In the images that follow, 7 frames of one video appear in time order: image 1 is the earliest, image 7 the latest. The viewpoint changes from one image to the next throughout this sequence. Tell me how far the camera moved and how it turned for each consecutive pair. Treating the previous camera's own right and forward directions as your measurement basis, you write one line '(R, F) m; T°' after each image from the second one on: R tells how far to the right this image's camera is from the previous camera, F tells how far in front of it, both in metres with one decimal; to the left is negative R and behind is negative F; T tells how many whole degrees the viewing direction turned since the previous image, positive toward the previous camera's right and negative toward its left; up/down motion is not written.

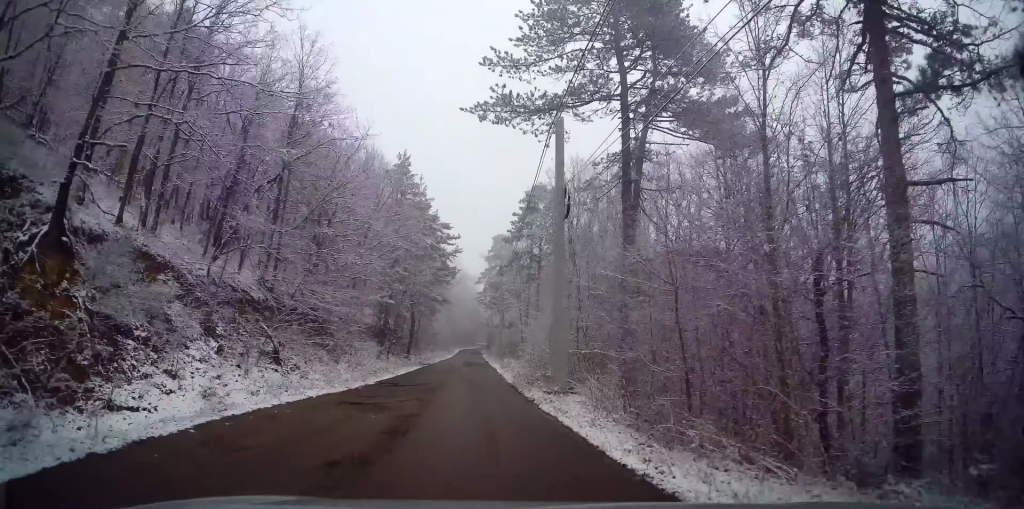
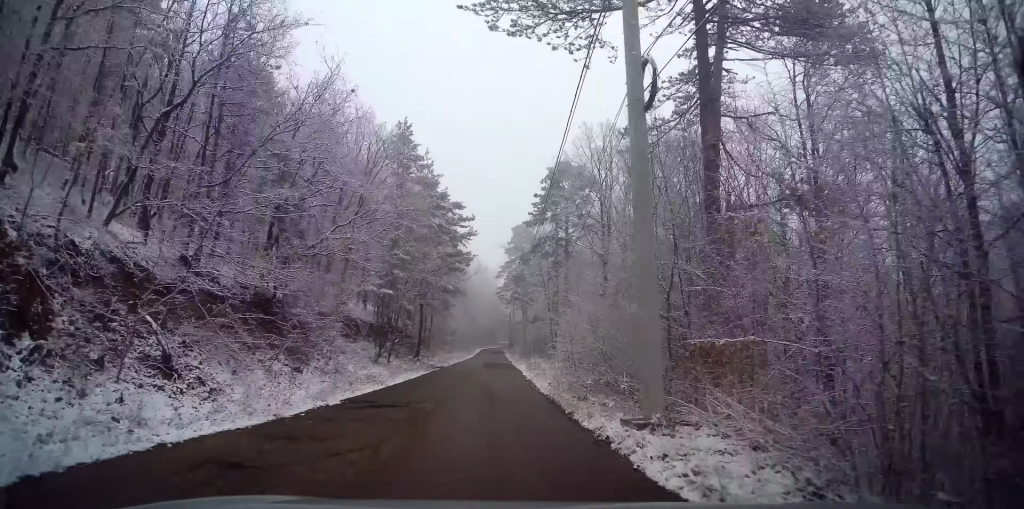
(+0.1, +6.6) m; -2°
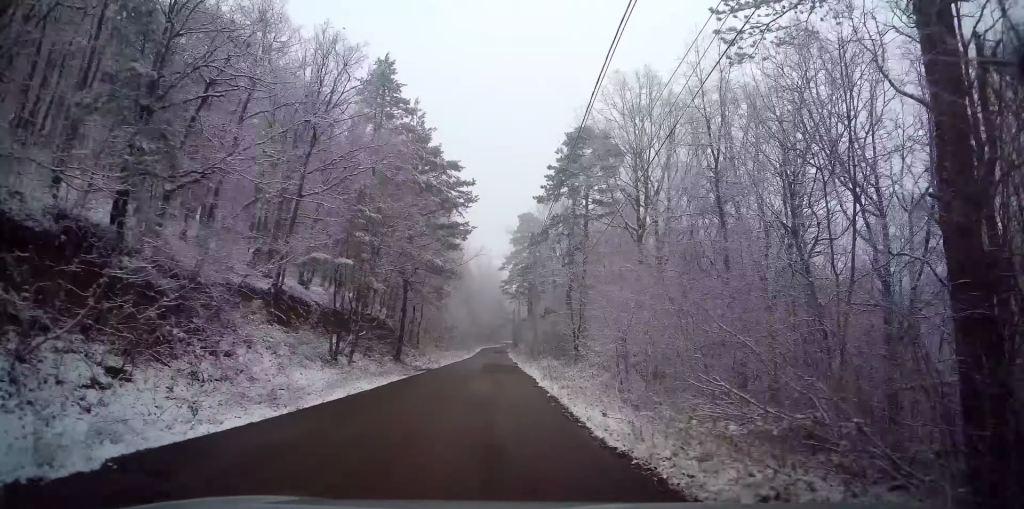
(-0.4, +8.4) m; -1°
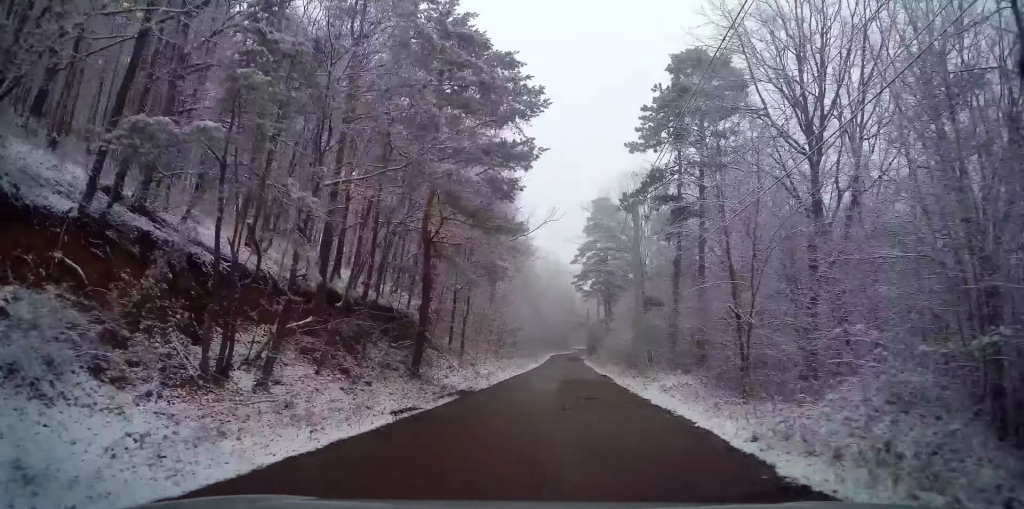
(-0.3, +13.7) m; -6°
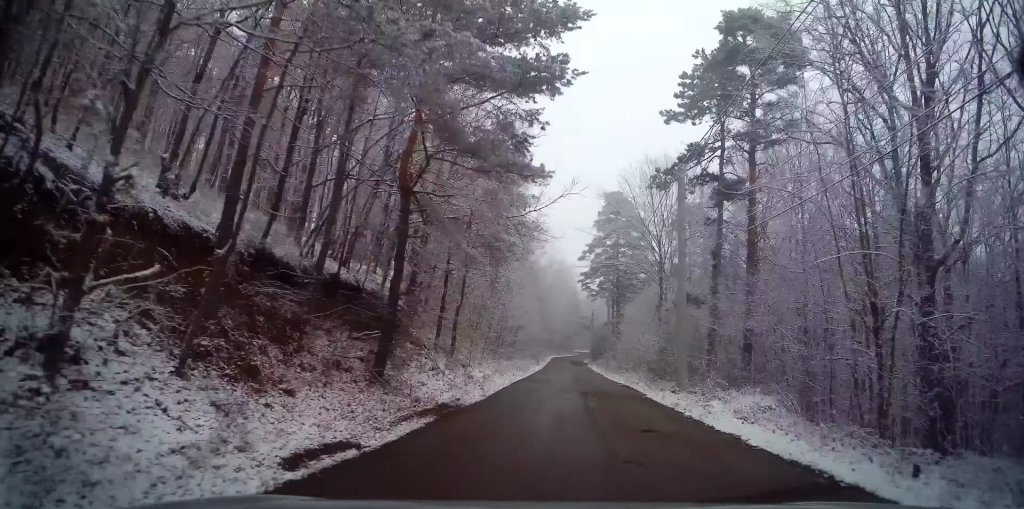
(-0.4, +5.7) m; -2°
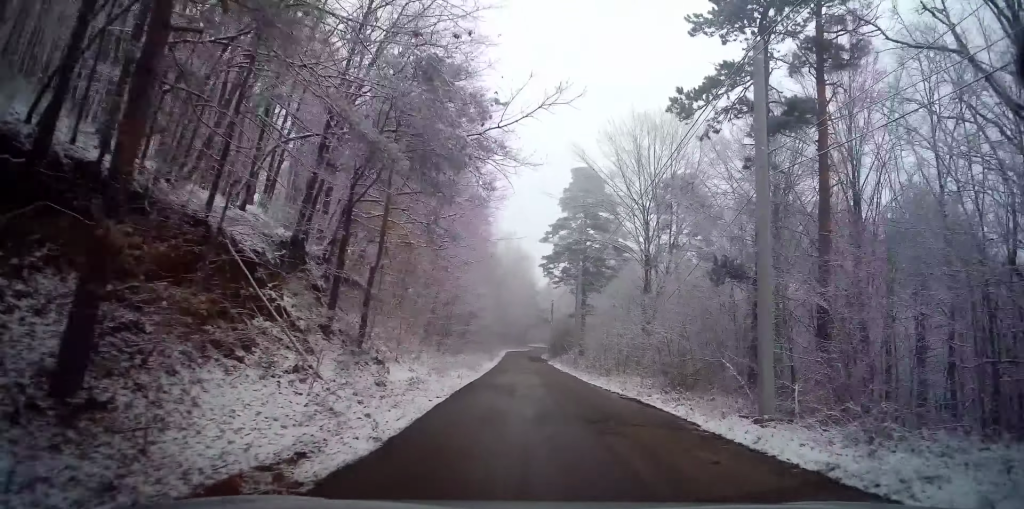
(+0.1, +9.1) m; +1°
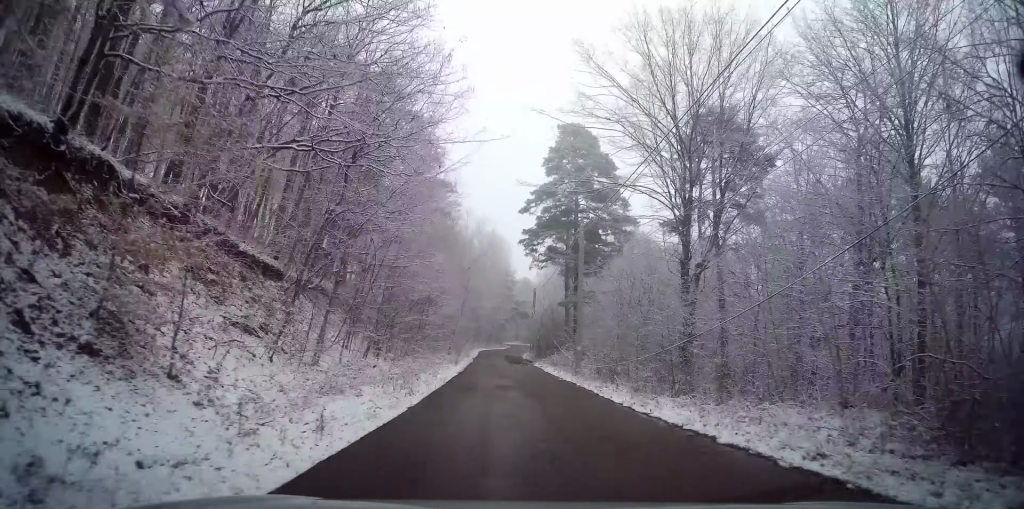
(+0.4, +13.4) m; +3°
